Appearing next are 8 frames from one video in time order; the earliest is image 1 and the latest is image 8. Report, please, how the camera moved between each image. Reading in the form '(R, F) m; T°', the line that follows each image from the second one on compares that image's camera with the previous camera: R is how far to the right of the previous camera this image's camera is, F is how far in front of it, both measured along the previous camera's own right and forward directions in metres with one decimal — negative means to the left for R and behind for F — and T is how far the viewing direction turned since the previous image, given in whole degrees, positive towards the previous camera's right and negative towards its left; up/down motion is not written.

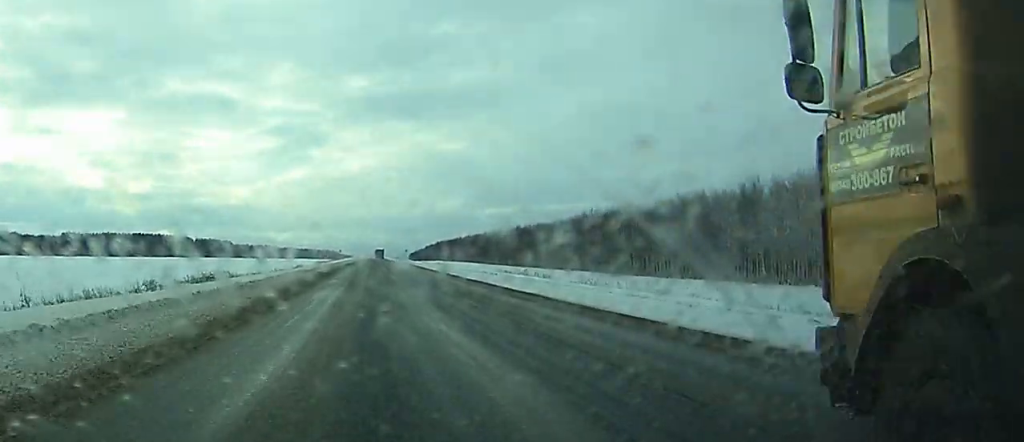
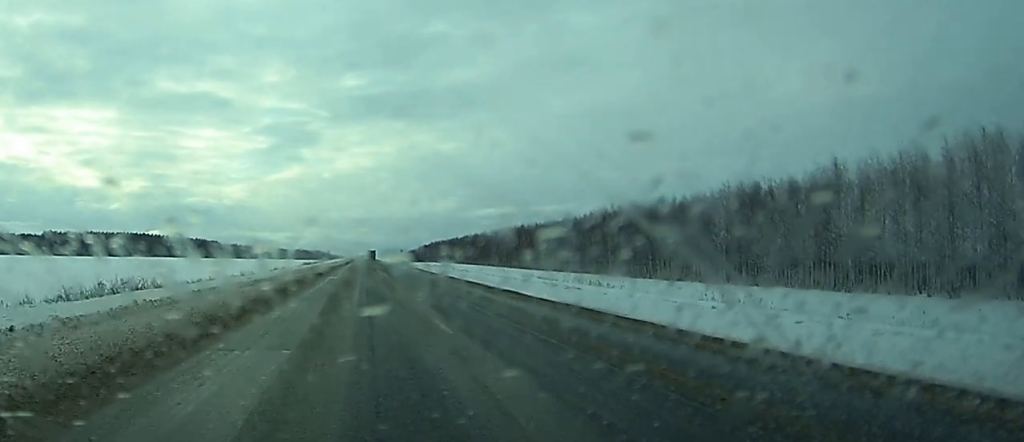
(+0.1, +22.2) m; +1°
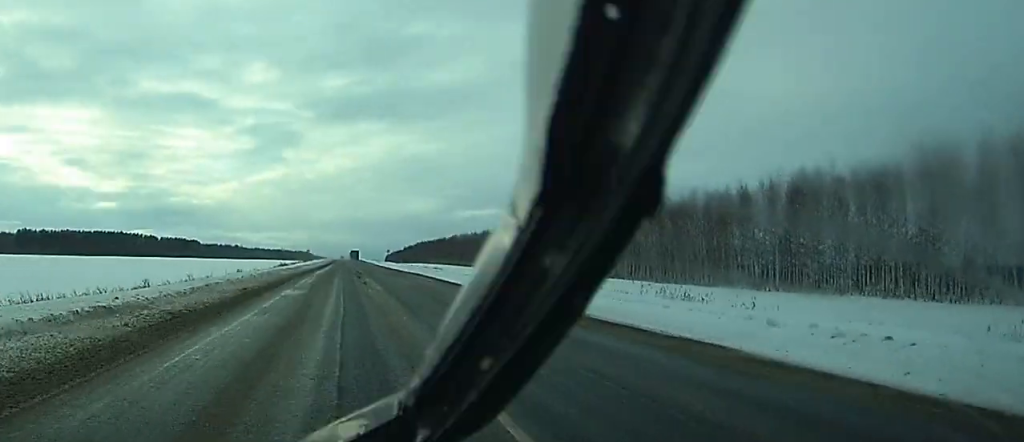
(+0.1, +19.8) m; +1°
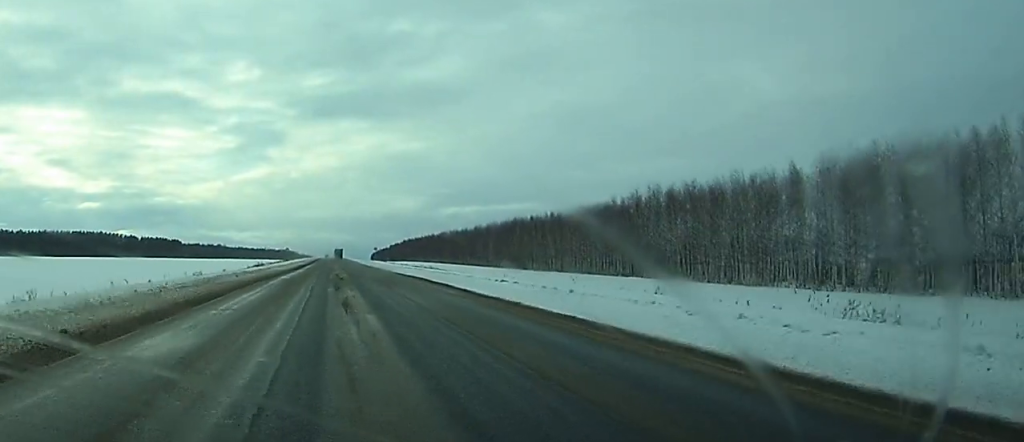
(+0.1, +17.2) m; +1°
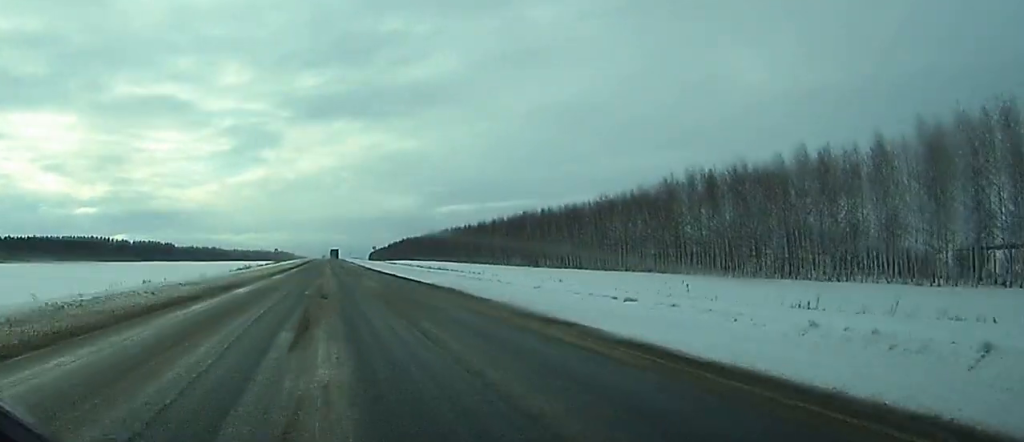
(+0.3, +17.5) m; +1°
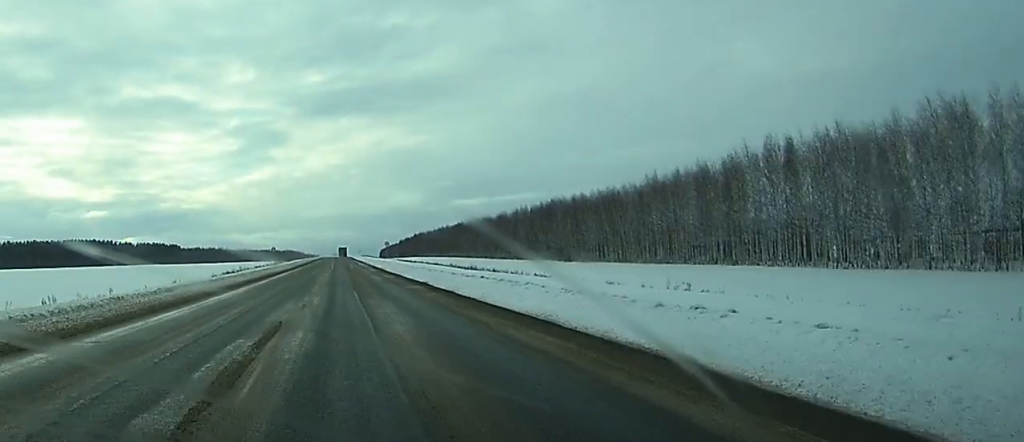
(+0.1, +21.6) m; 0°
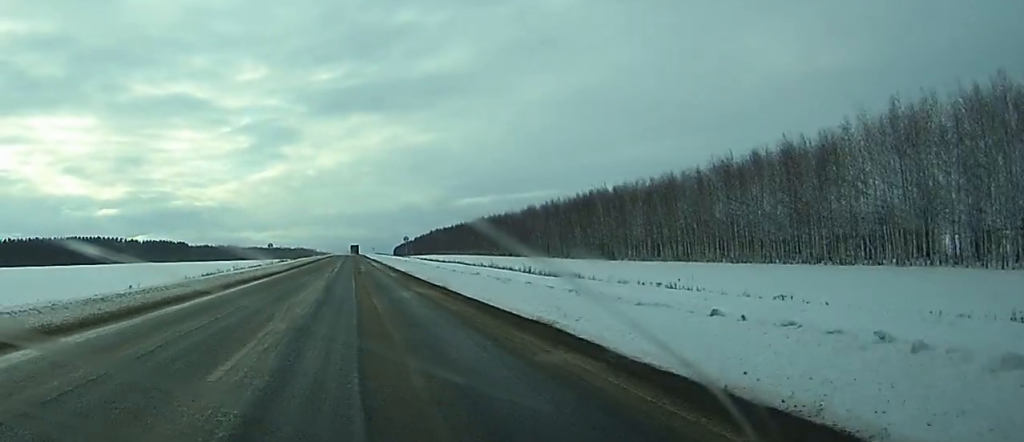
(0.0, +22.7) m; 0°
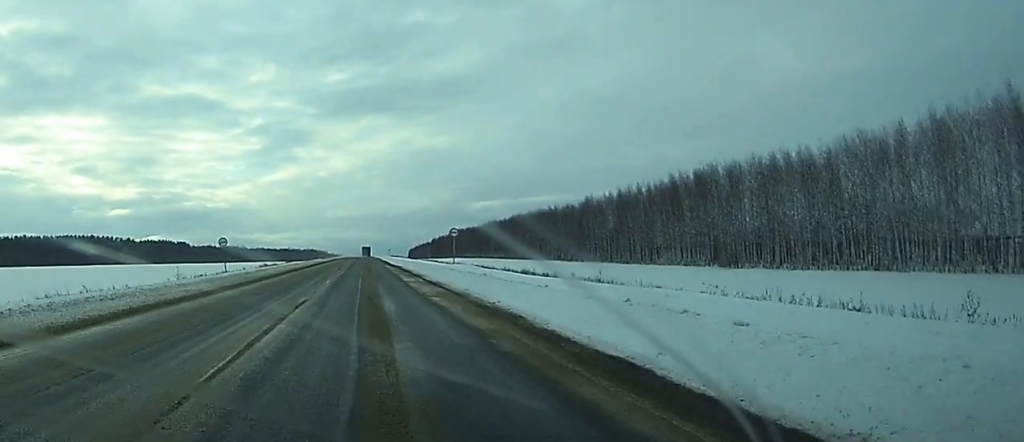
(-0.7, +48.5) m; -2°
